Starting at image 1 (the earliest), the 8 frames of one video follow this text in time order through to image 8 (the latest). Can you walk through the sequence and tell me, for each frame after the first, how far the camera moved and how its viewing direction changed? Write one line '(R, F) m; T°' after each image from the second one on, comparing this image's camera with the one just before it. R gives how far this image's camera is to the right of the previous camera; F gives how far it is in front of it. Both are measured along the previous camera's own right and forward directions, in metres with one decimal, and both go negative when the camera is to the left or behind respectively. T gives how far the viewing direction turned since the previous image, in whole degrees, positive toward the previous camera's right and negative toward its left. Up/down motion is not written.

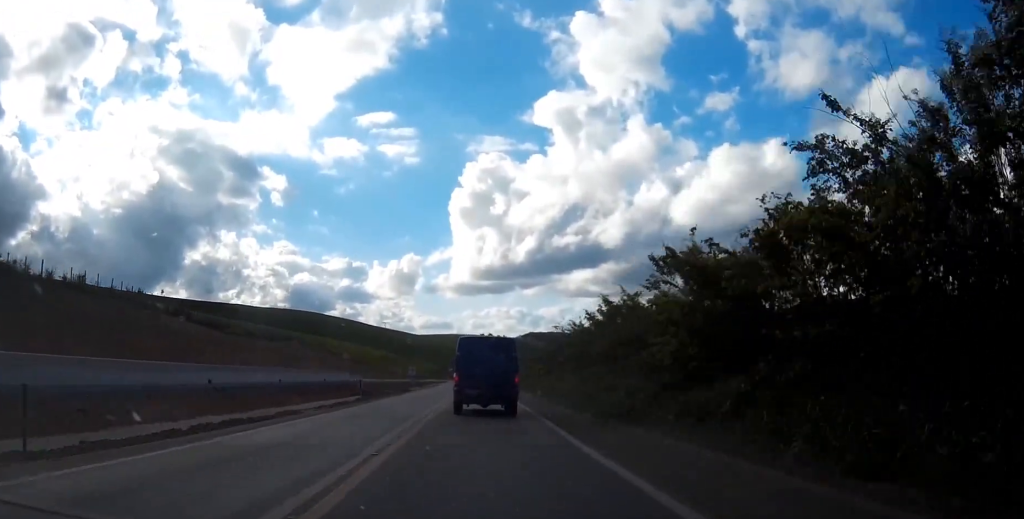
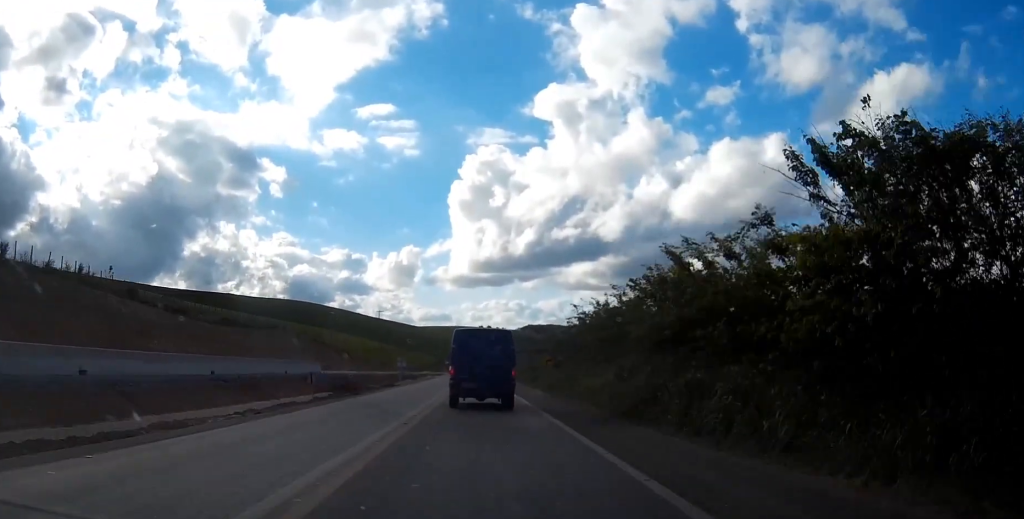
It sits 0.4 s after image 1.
(0.0, +10.7) m; 0°
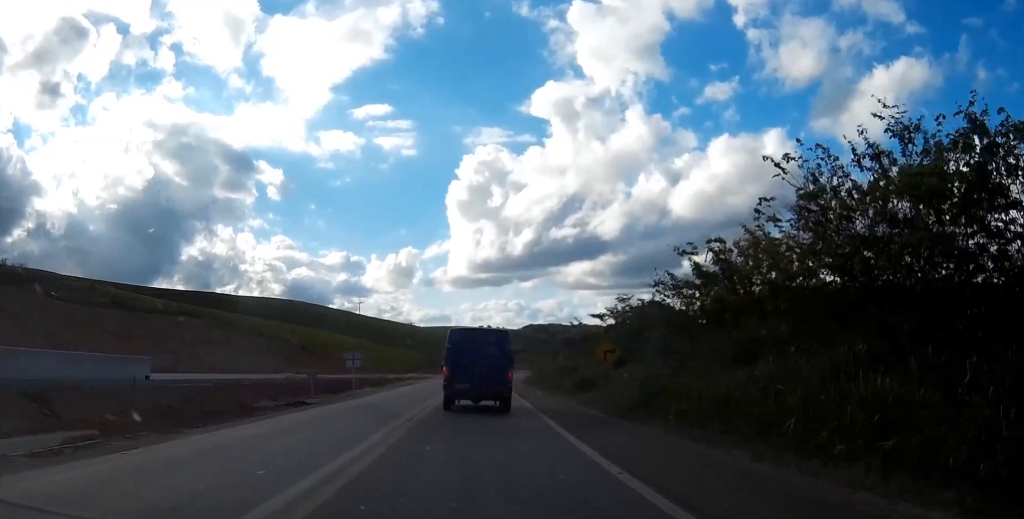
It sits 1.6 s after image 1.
(0.0, +28.7) m; 0°
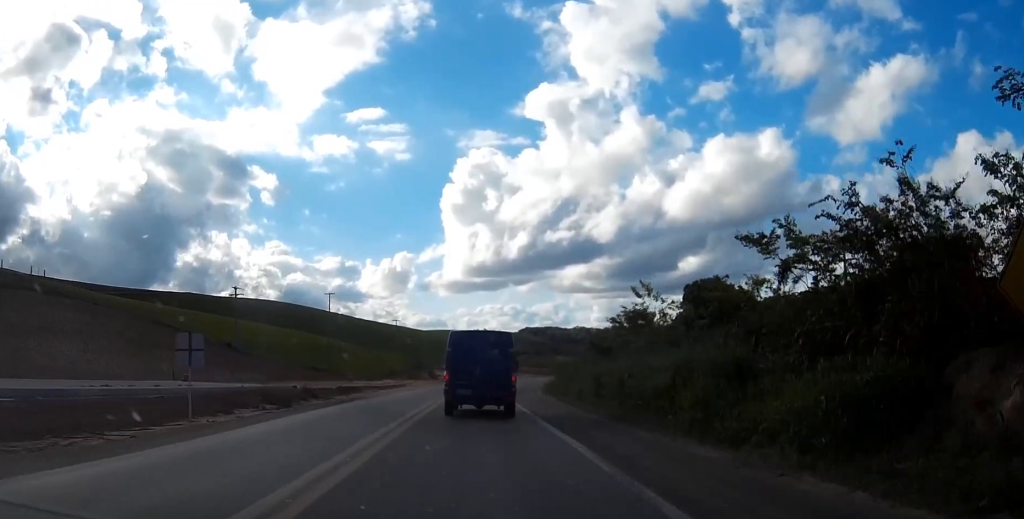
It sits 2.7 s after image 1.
(0.0, +26.7) m; 0°
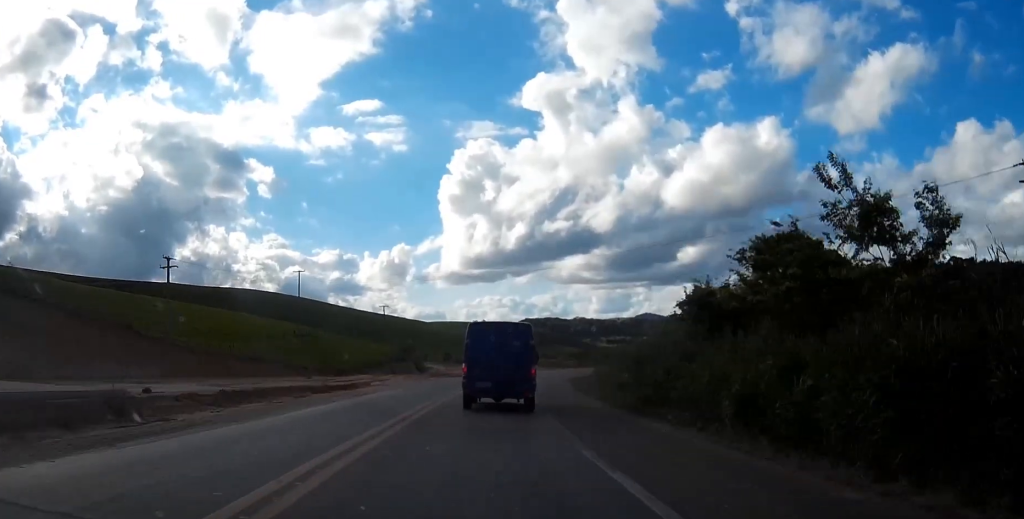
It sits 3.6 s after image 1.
(0.0, +20.4) m; 0°
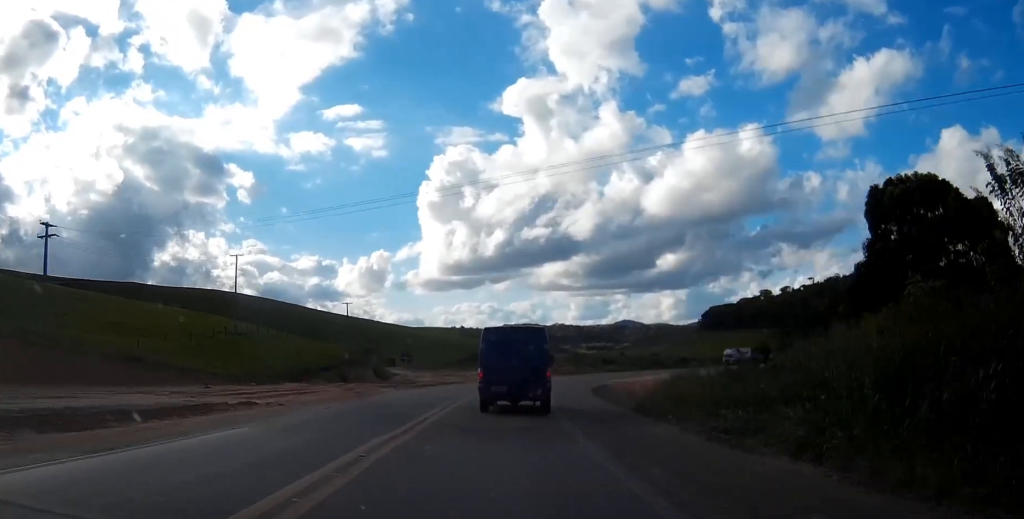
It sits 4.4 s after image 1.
(0.0, +20.0) m; 0°
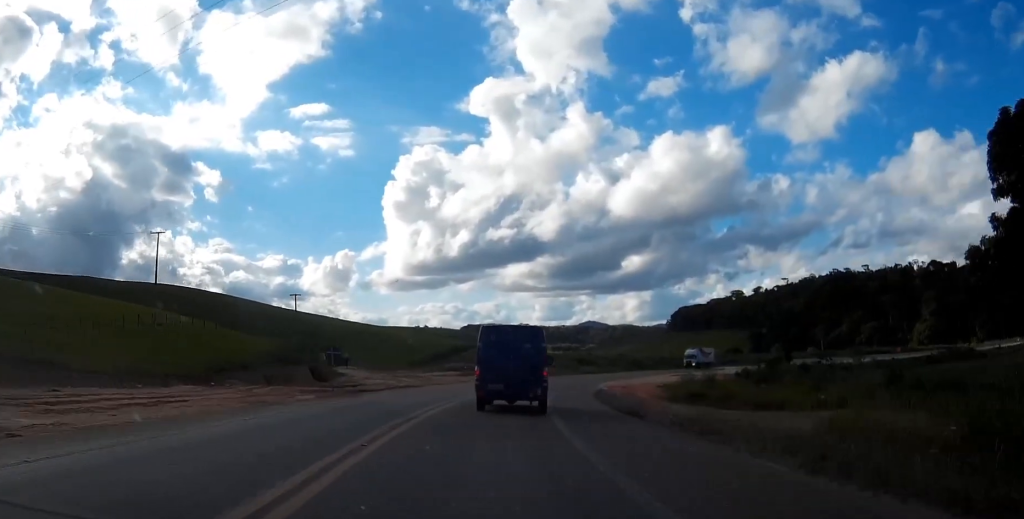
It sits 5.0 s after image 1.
(0.0, +13.7) m; 0°
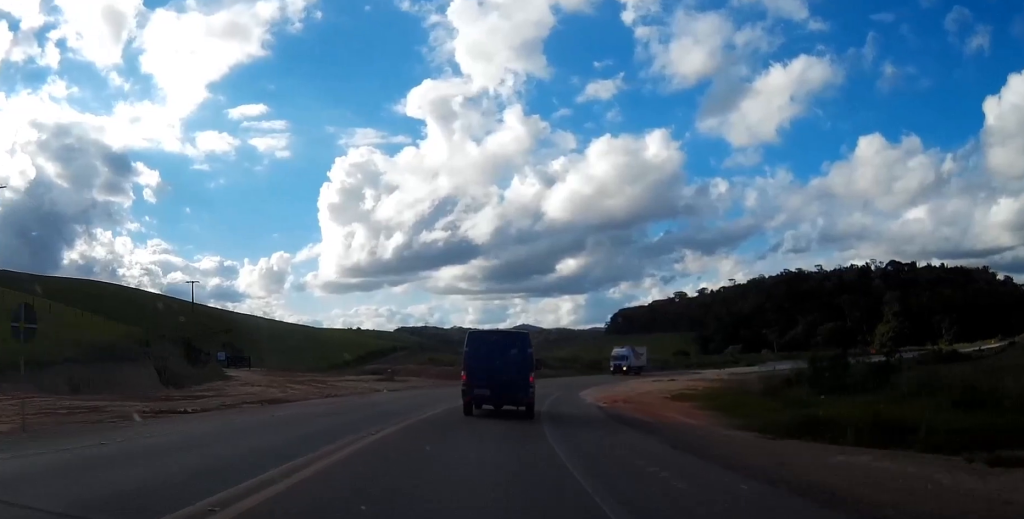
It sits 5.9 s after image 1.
(0.0, +19.9) m; 0°
